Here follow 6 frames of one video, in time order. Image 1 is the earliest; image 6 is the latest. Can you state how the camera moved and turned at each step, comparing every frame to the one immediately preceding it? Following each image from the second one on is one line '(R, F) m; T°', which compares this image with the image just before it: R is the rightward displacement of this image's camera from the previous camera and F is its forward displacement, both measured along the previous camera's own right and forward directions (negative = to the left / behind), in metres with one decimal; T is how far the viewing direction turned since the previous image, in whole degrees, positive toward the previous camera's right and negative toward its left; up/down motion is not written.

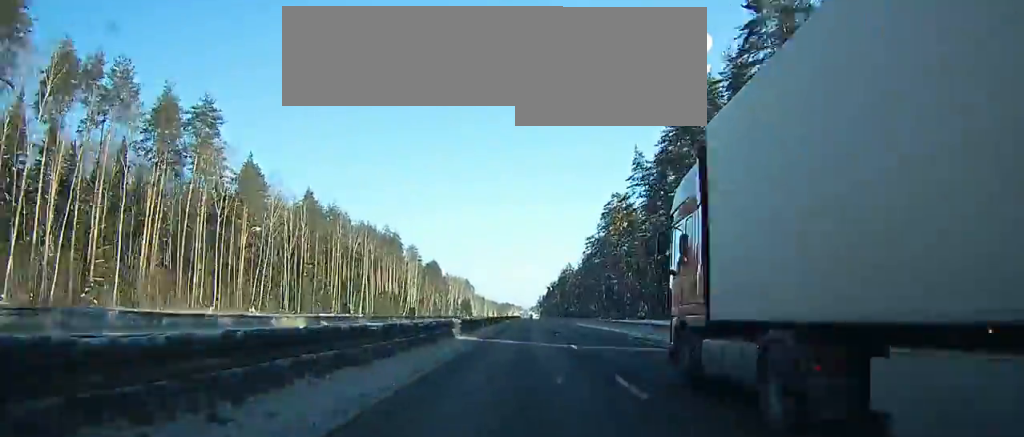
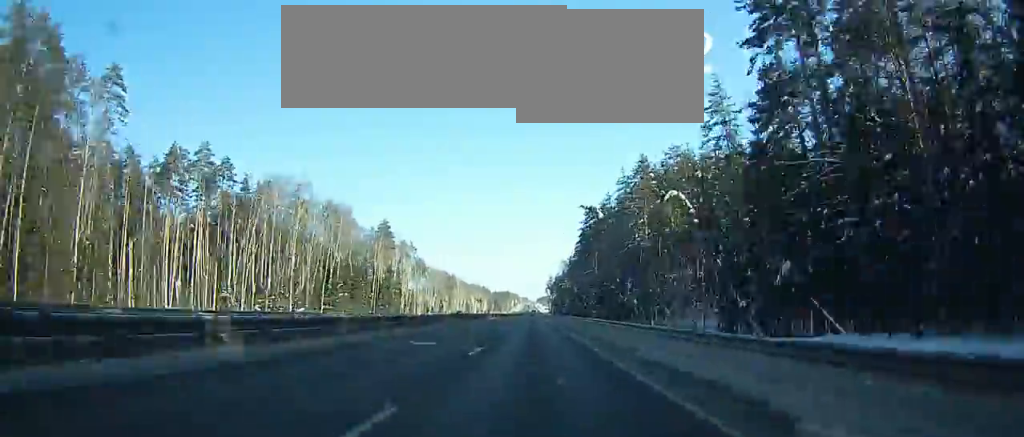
(+0.7, +267.9) m; -1°
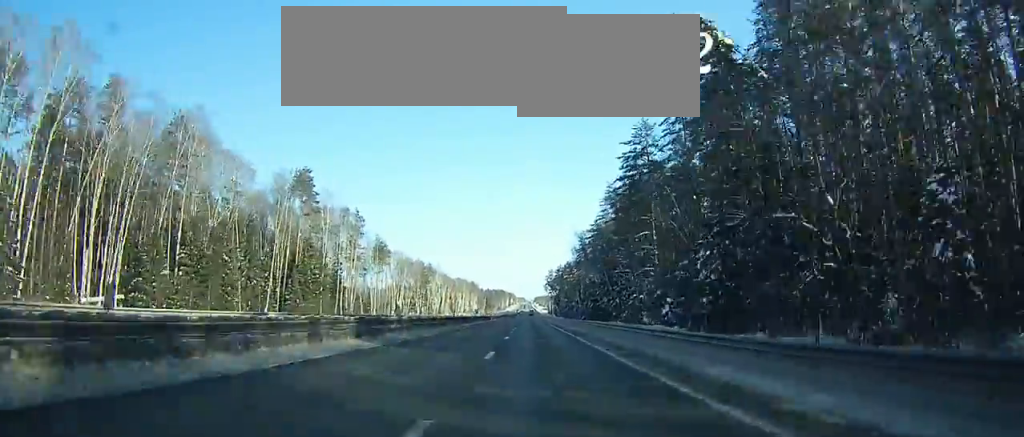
(-0.3, +73.5) m; 0°
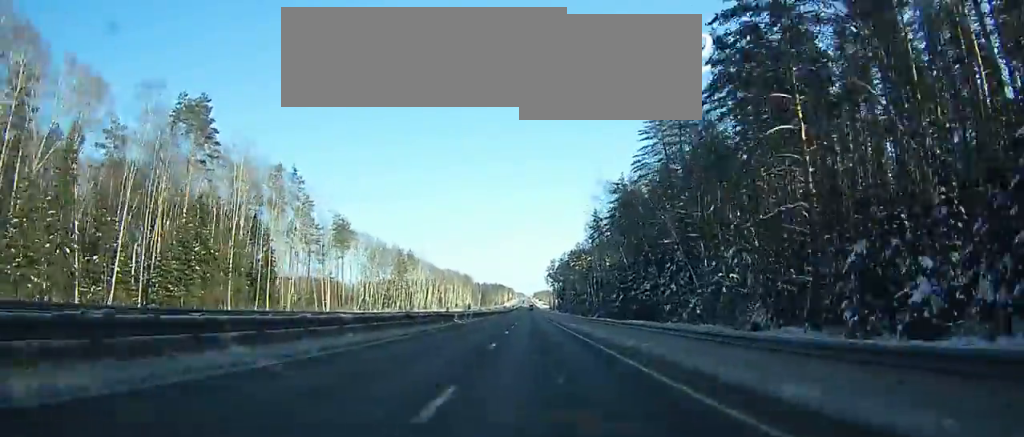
(+0.2, +45.2) m; 0°
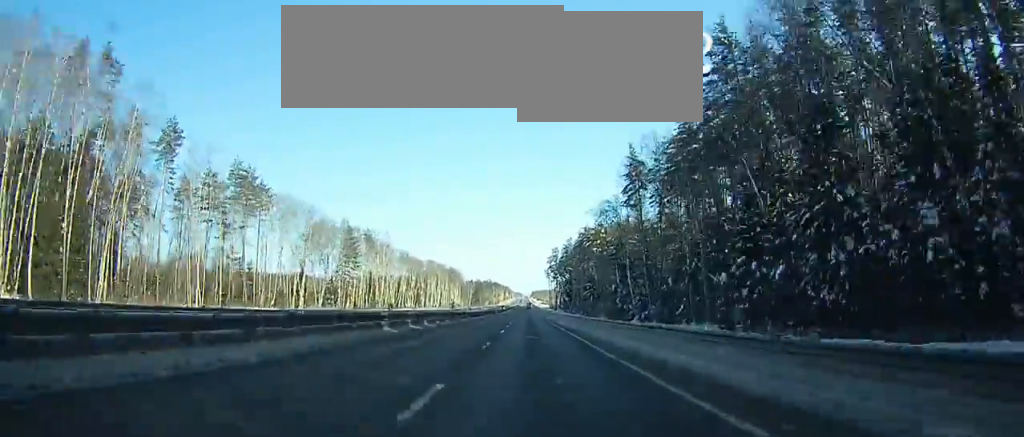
(0.0, +59.7) m; 0°
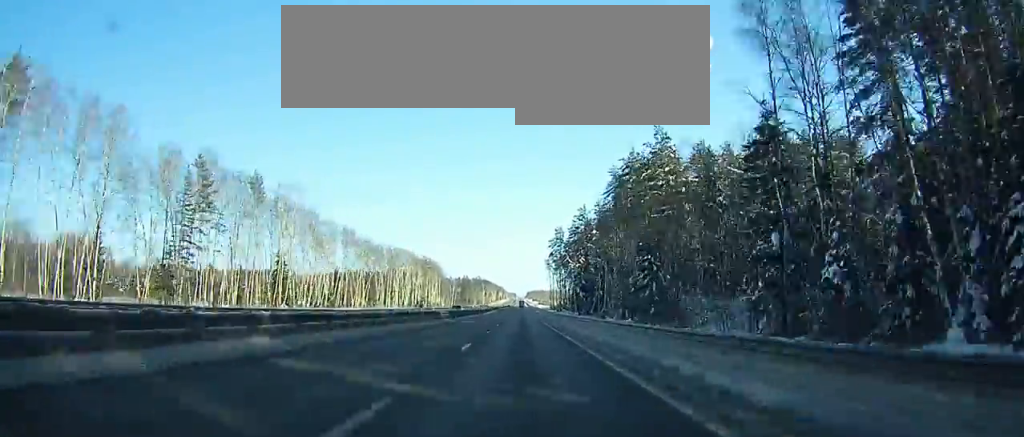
(-0.1, +73.7) m; 0°
